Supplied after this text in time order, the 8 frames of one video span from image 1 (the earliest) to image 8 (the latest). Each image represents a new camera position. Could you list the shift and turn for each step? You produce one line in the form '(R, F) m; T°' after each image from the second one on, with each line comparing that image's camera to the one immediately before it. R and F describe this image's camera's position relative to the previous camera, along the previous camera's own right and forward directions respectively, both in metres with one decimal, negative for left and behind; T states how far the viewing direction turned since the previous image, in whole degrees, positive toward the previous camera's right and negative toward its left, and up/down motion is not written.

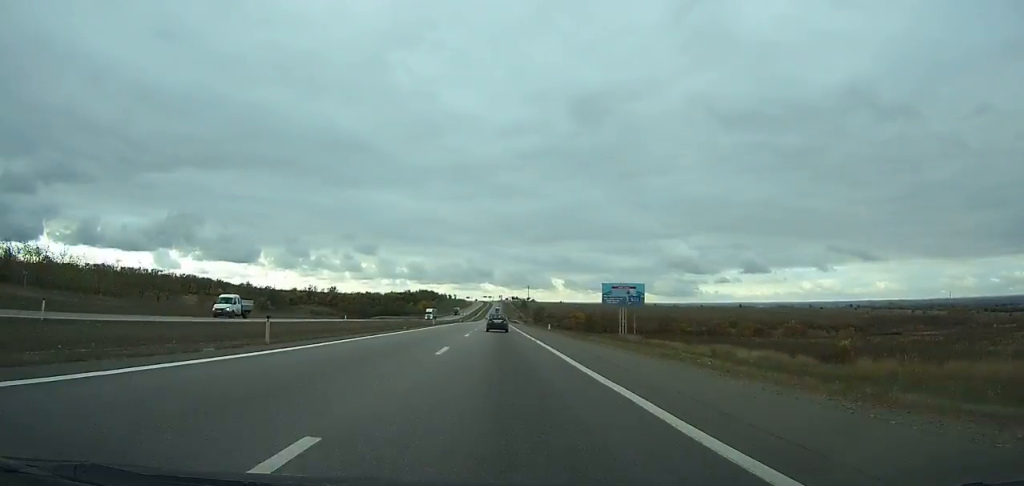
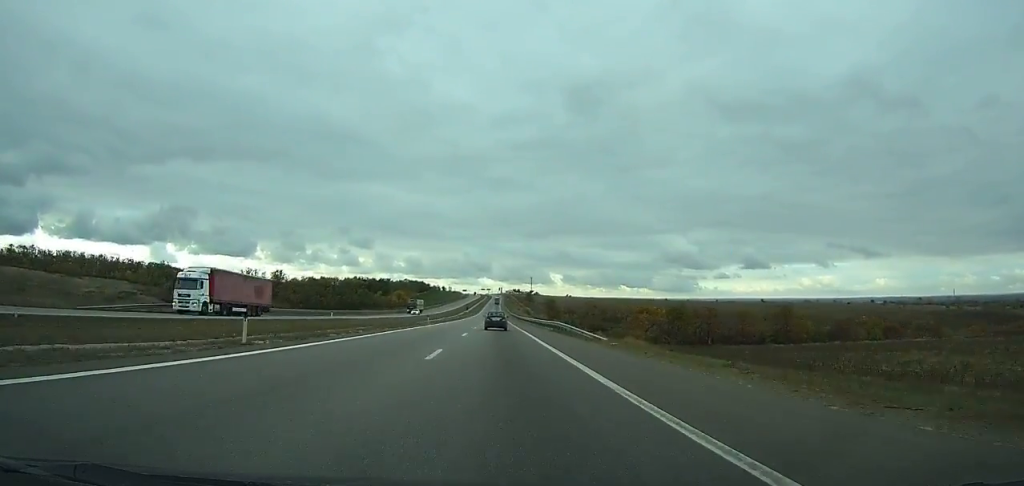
(0.0, +98.1) m; 0°
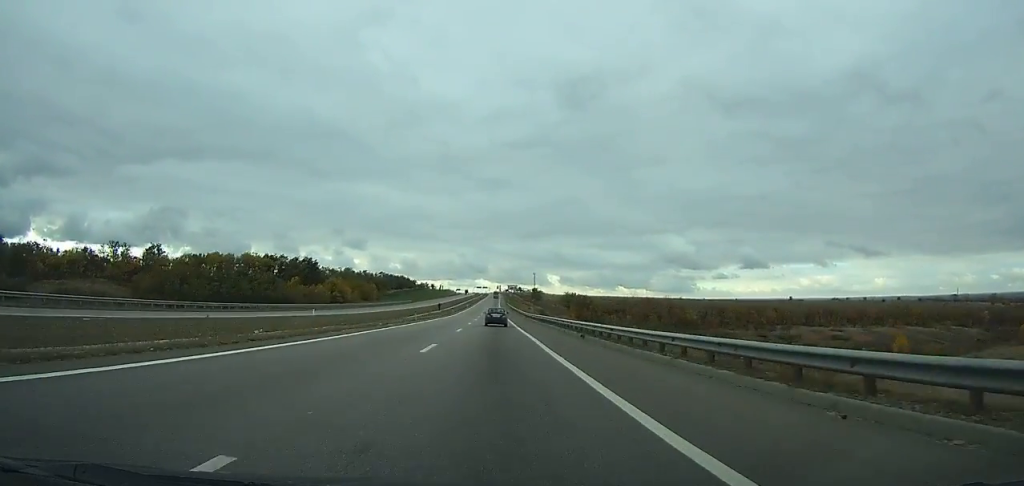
(+0.1, +111.6) m; 0°
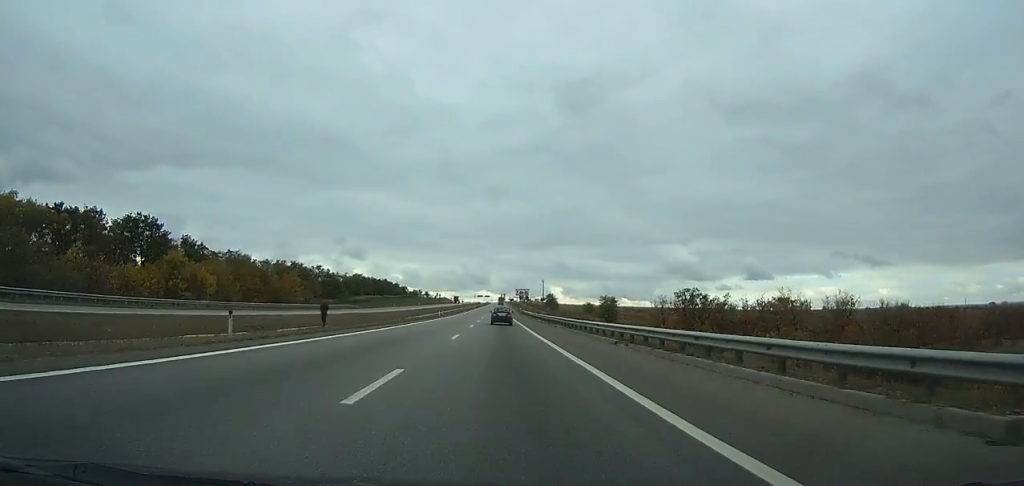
(+0.1, +88.8) m; 0°
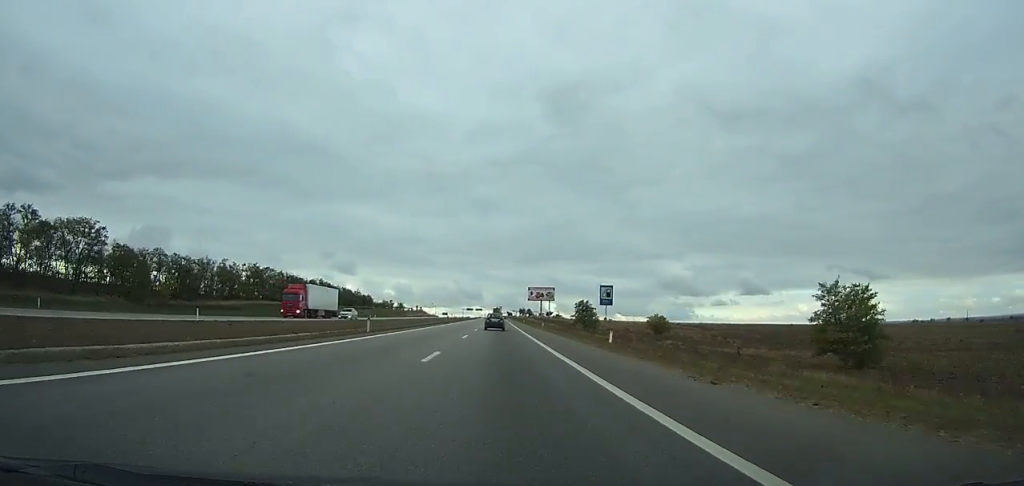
(+0.1, +136.6) m; 0°
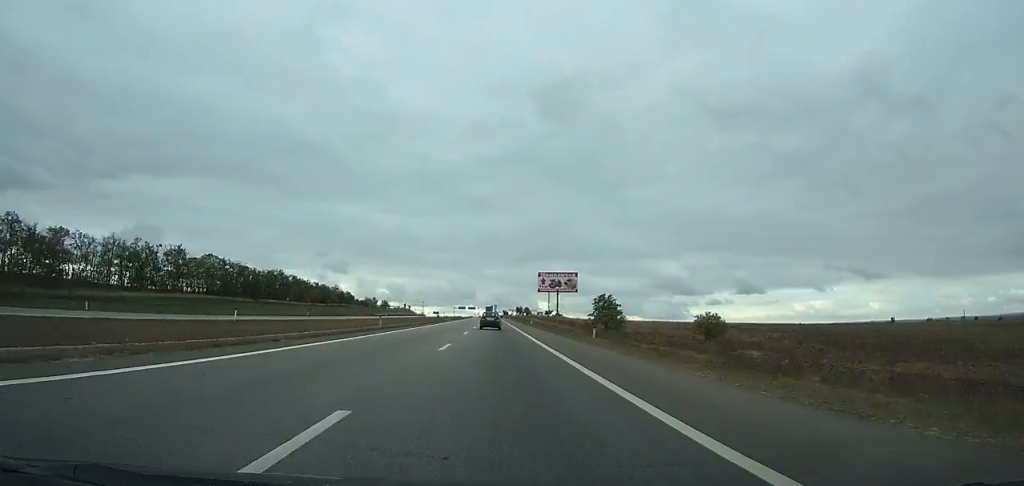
(+0.1, +43.6) m; 0°
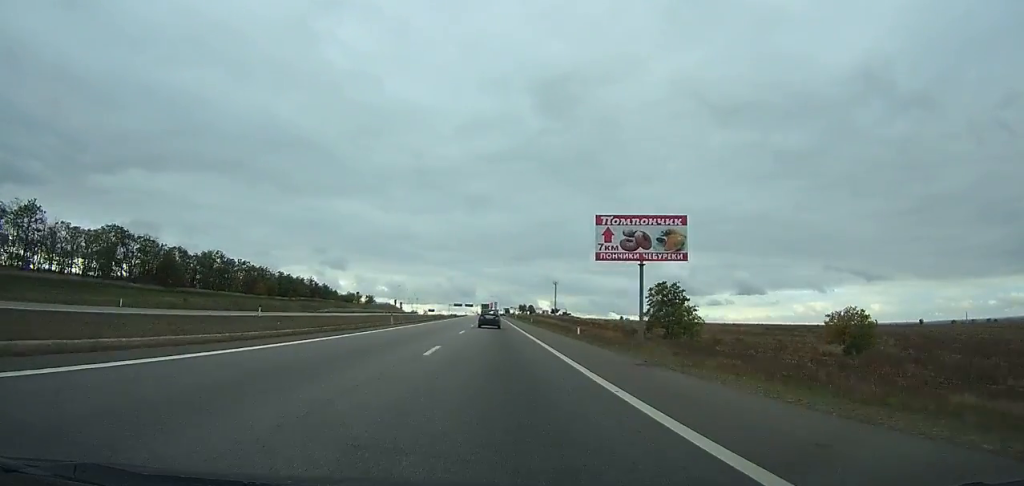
(0.0, +49.9) m; 0°
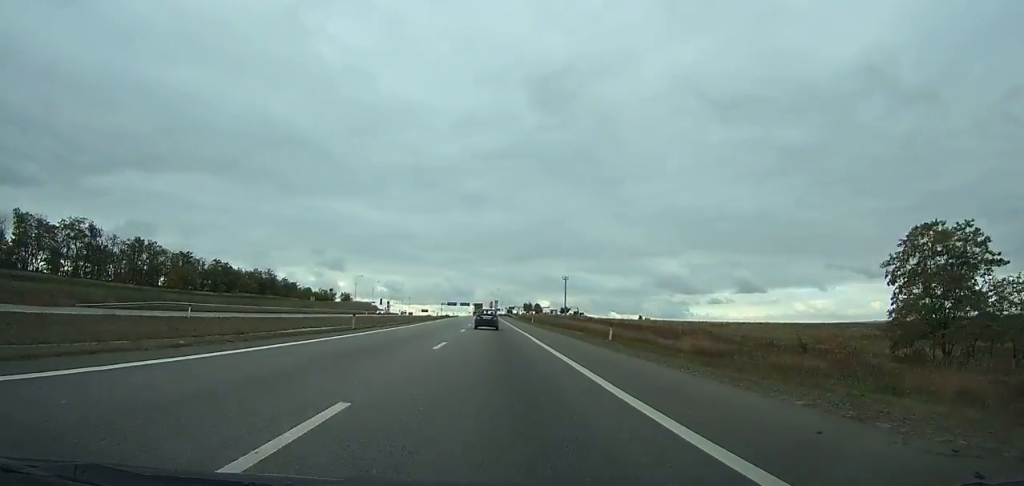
(+0.3, +61.2) m; 0°
